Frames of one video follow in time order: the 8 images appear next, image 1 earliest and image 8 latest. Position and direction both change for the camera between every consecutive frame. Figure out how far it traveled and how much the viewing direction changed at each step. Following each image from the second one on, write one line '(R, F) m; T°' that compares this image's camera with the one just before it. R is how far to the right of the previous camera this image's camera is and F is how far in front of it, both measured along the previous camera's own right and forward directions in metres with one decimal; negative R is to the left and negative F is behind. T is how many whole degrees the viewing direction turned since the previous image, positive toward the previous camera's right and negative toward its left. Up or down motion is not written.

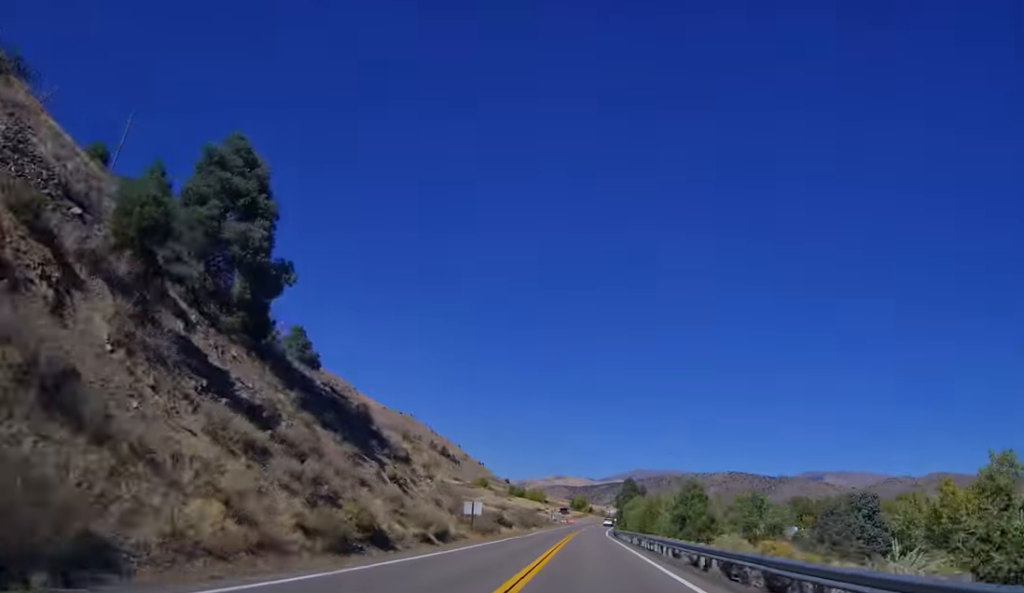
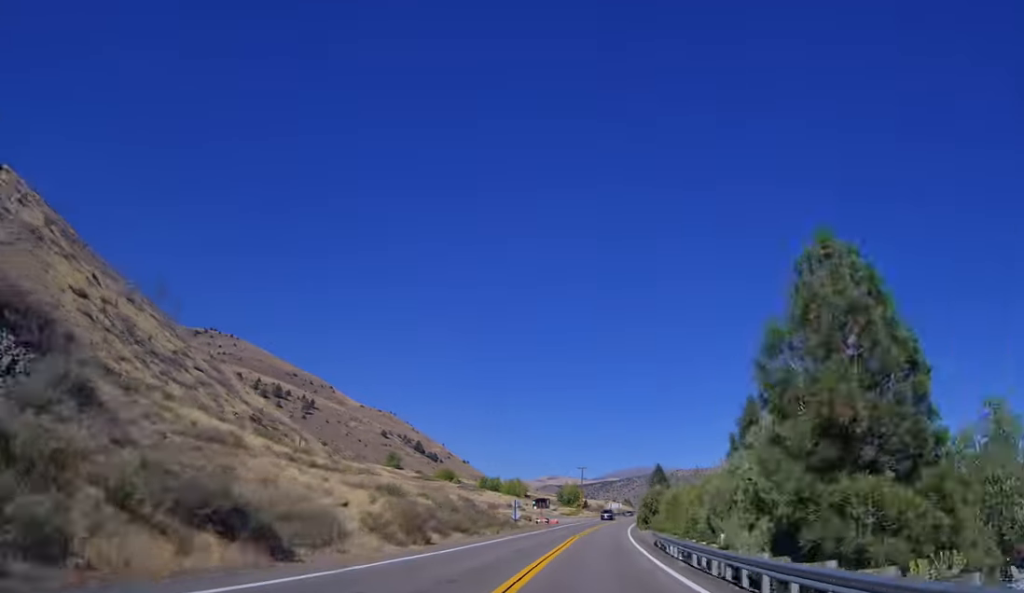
(-0.4, +64.1) m; +1°
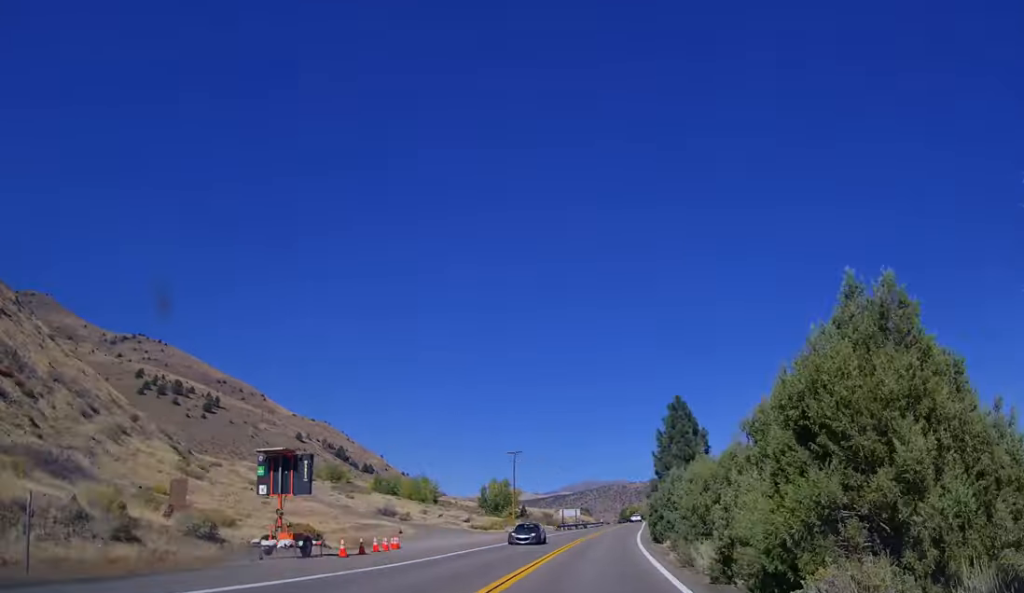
(+1.4, +71.5) m; +3°
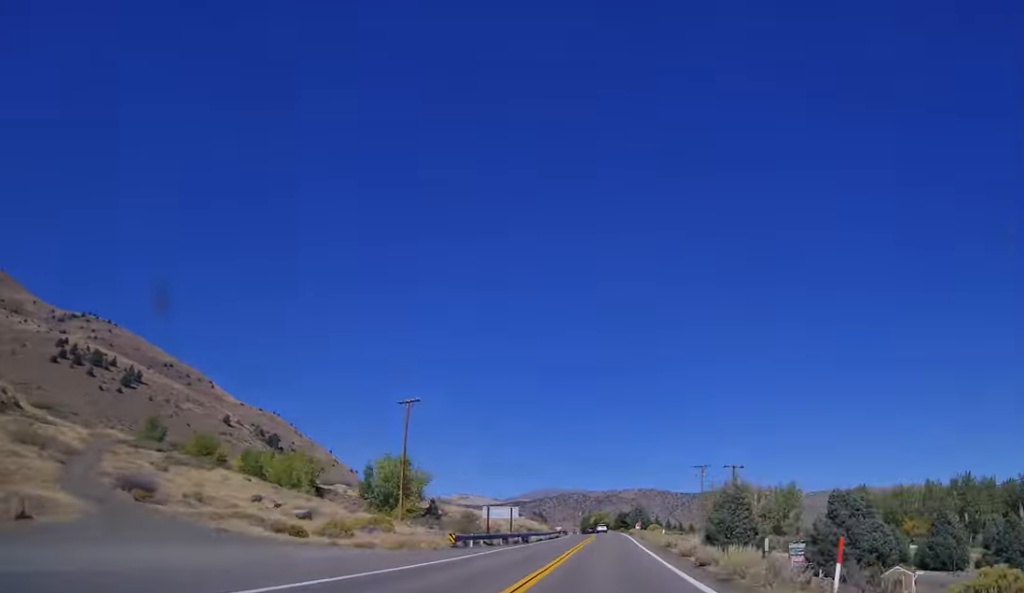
(+1.1, +46.5) m; +3°
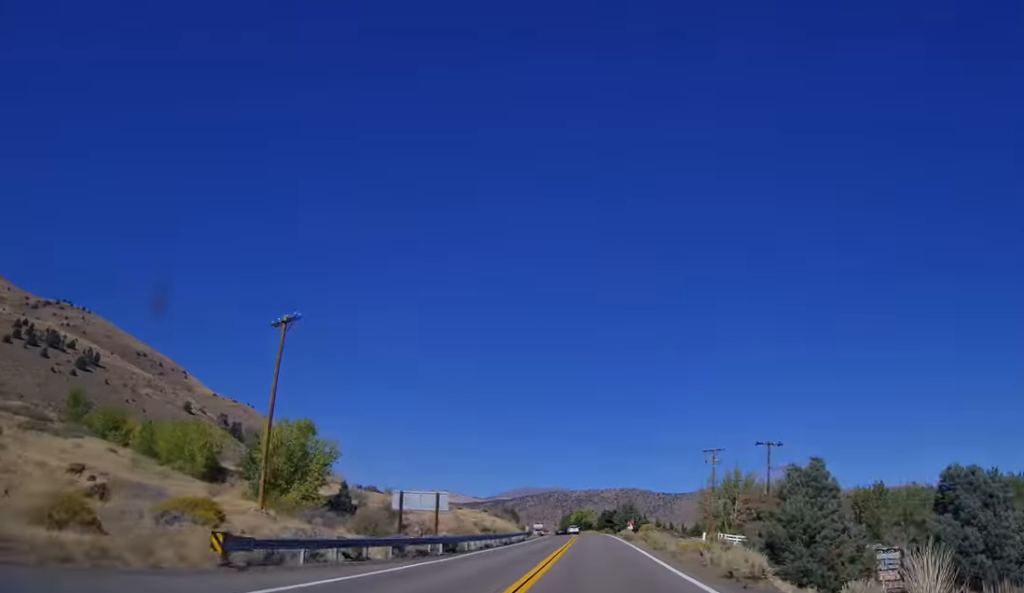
(+0.7, +23.3) m; +1°
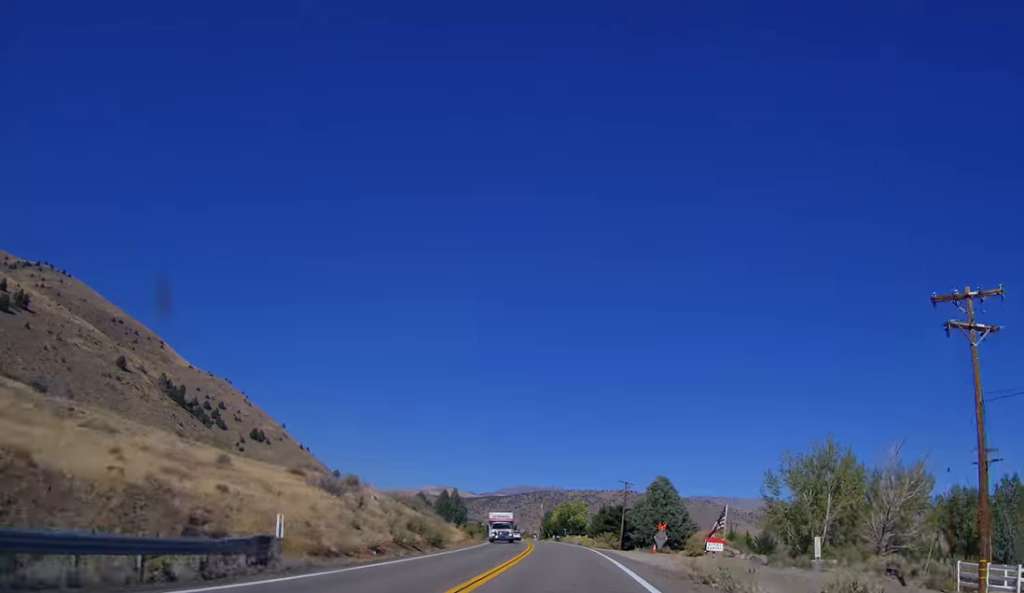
(+0.7, +59.2) m; +1°
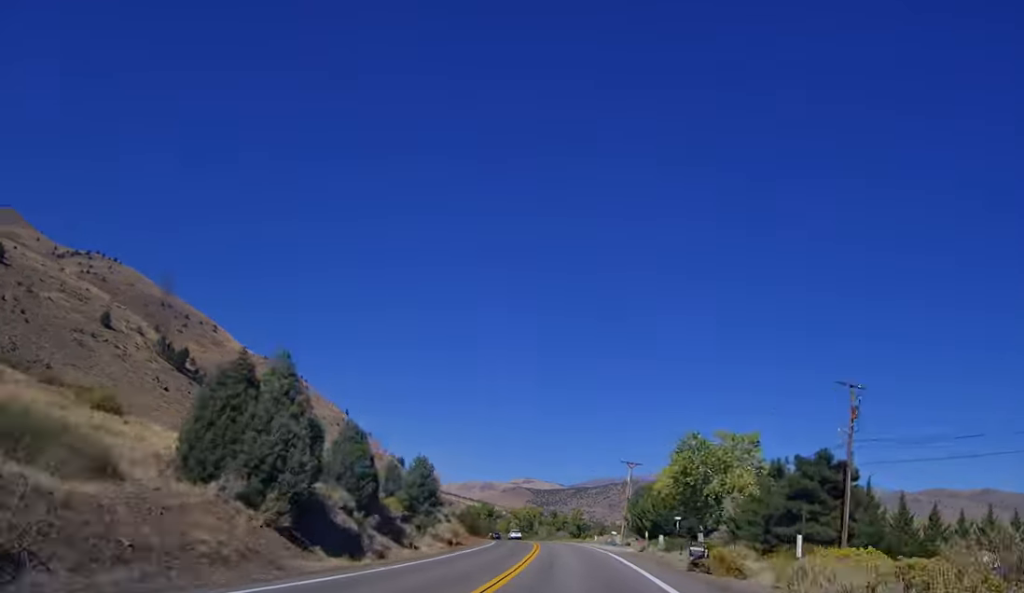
(-4.3, +73.2) m; -8°
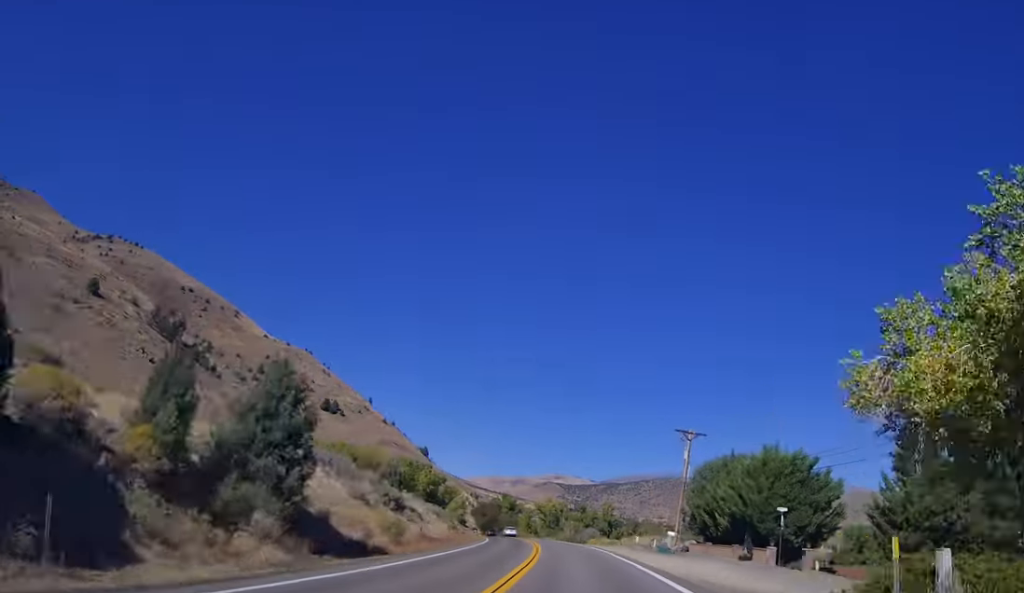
(-1.1, +28.2) m; -2°
